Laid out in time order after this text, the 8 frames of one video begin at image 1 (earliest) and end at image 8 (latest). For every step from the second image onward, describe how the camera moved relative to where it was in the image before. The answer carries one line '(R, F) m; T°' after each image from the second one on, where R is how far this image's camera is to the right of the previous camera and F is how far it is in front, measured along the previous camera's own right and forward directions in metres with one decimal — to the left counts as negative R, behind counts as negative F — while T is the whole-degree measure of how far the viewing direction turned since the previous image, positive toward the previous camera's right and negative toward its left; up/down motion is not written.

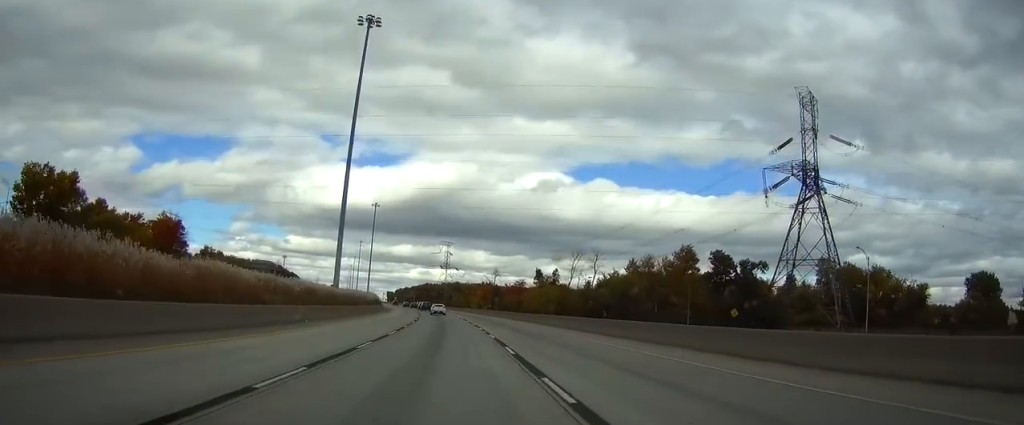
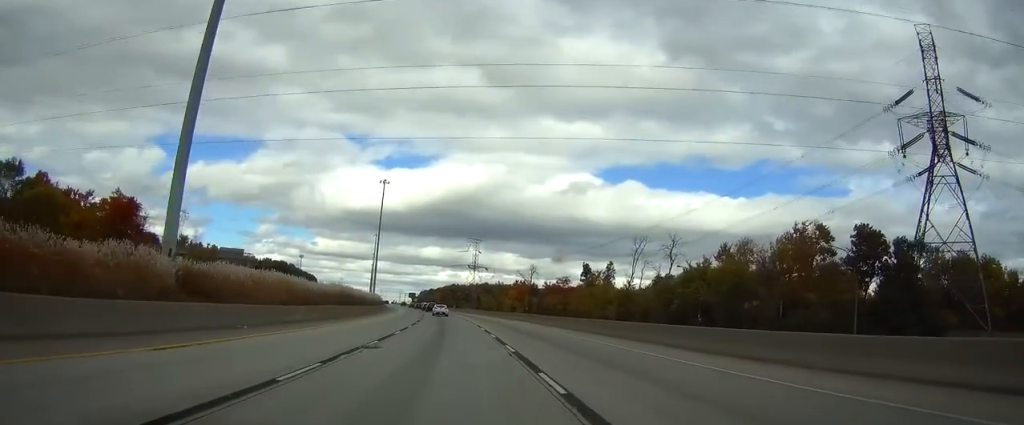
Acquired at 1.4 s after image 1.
(0.0, +41.2) m; 0°
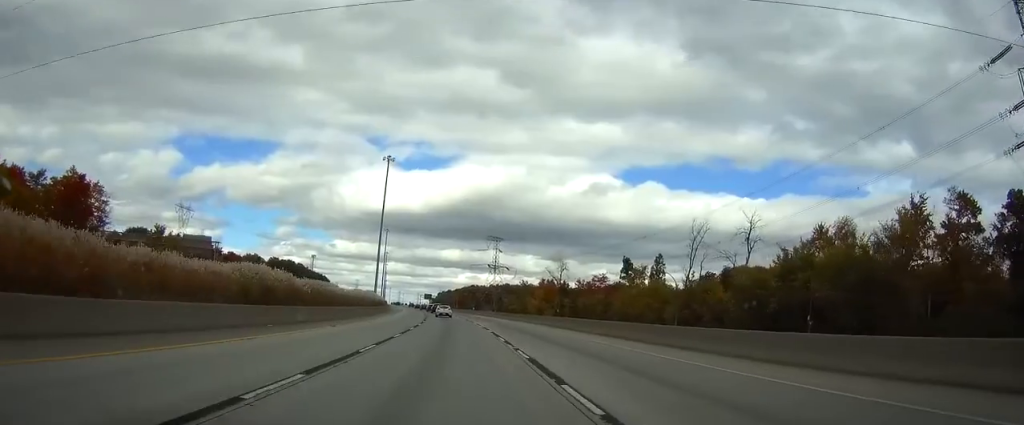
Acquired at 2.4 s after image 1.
(0.0, +26.8) m; 0°
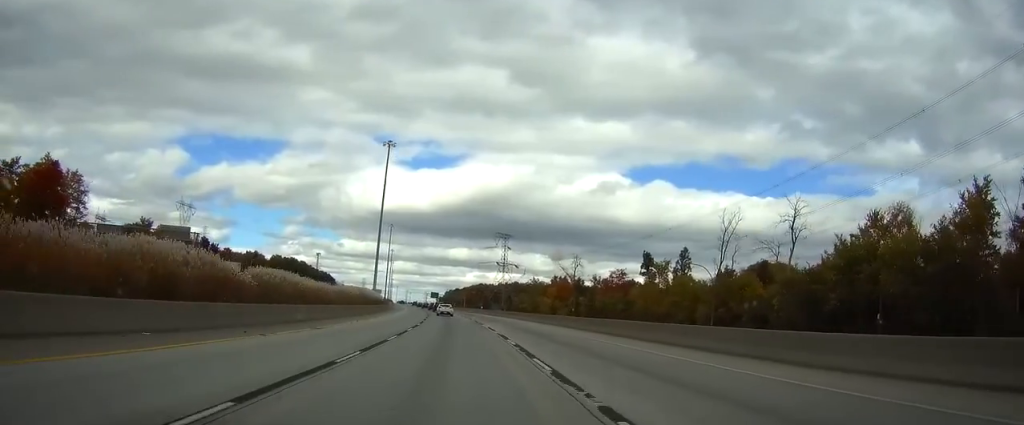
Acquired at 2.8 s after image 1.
(0.0, +11.5) m; 0°
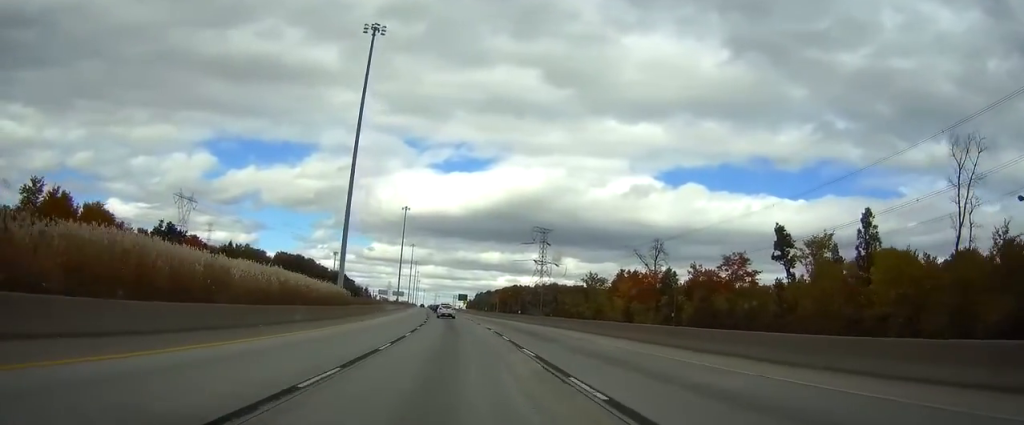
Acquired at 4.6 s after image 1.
(0.0, +52.6) m; 0°
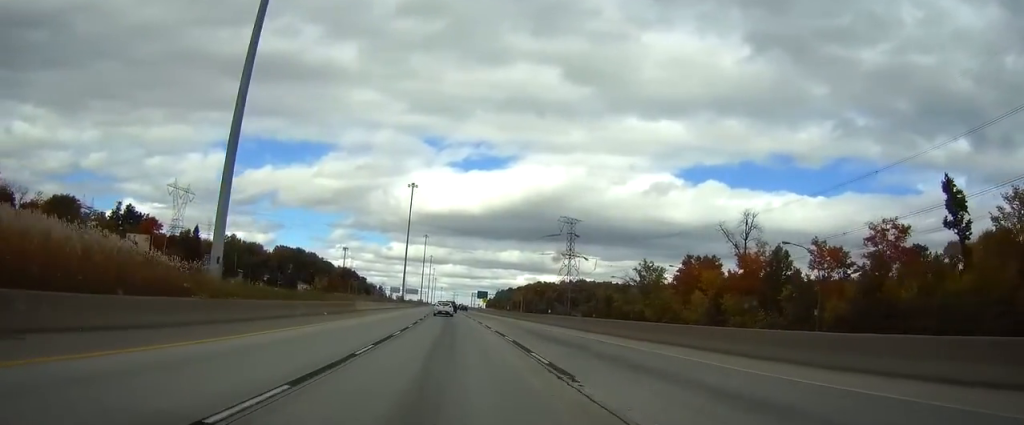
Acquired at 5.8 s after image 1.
(0.0, +35.4) m; 0°
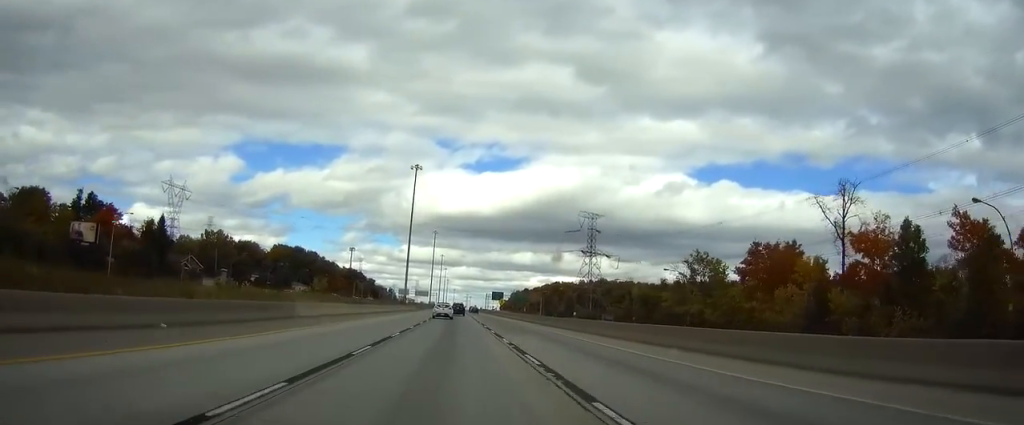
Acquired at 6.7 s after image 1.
(0.0, +23.9) m; 0°
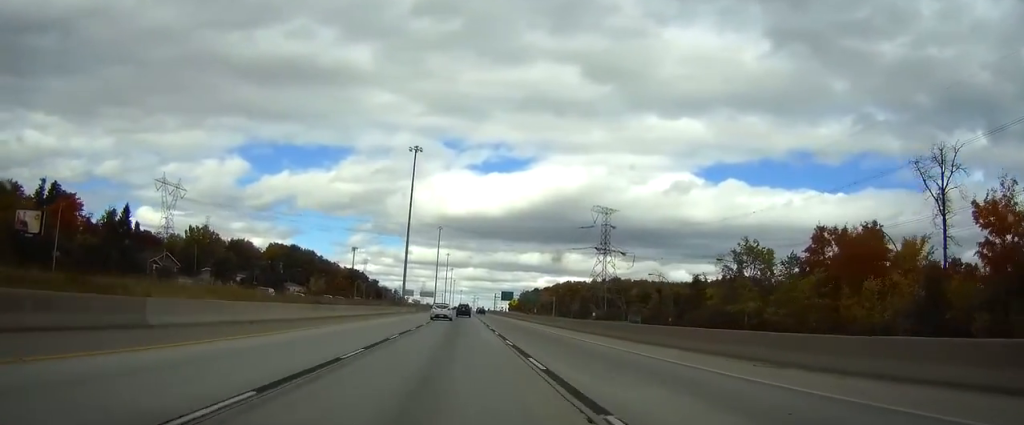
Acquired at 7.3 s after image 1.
(0.0, +17.2) m; 0°
